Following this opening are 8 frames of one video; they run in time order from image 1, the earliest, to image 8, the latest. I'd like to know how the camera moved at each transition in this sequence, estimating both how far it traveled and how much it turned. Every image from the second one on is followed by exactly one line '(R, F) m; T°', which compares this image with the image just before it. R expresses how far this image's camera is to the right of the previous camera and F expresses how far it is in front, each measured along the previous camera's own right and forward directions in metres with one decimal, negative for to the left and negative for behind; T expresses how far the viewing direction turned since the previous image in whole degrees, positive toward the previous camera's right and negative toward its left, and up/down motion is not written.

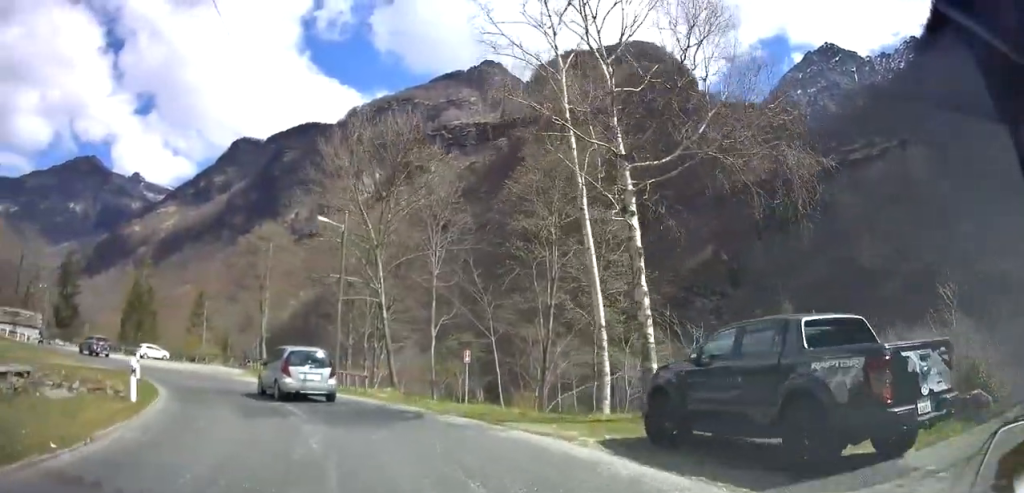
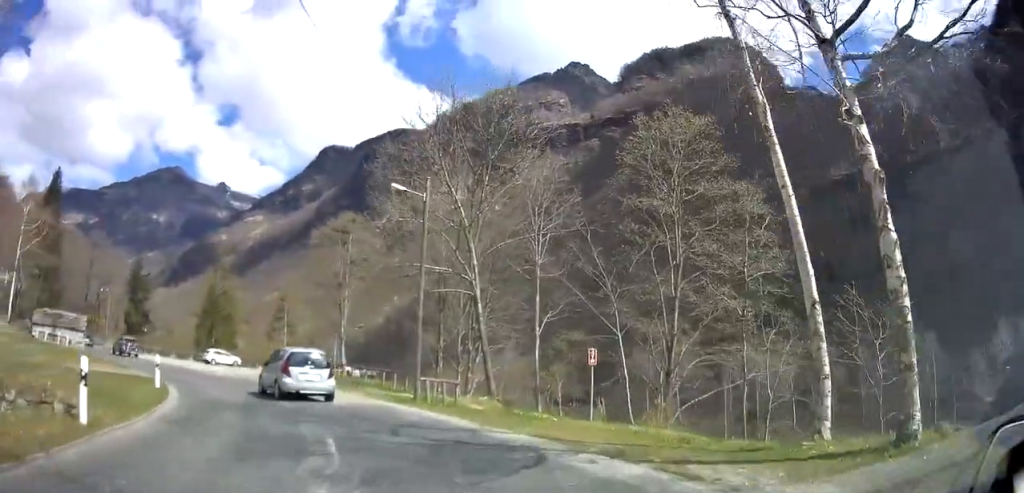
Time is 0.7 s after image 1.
(-0.5, +5.7) m; -11°
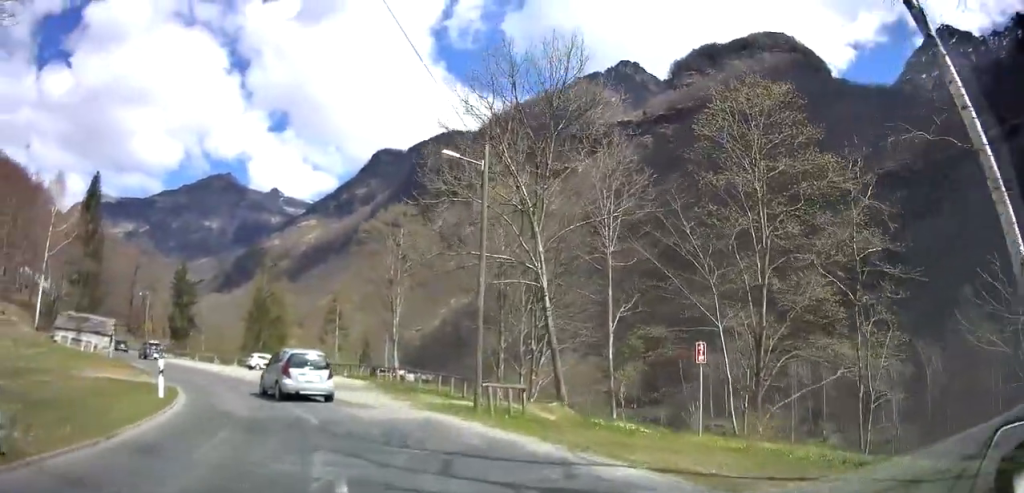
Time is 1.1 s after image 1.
(-0.3, +4.0) m; -5°
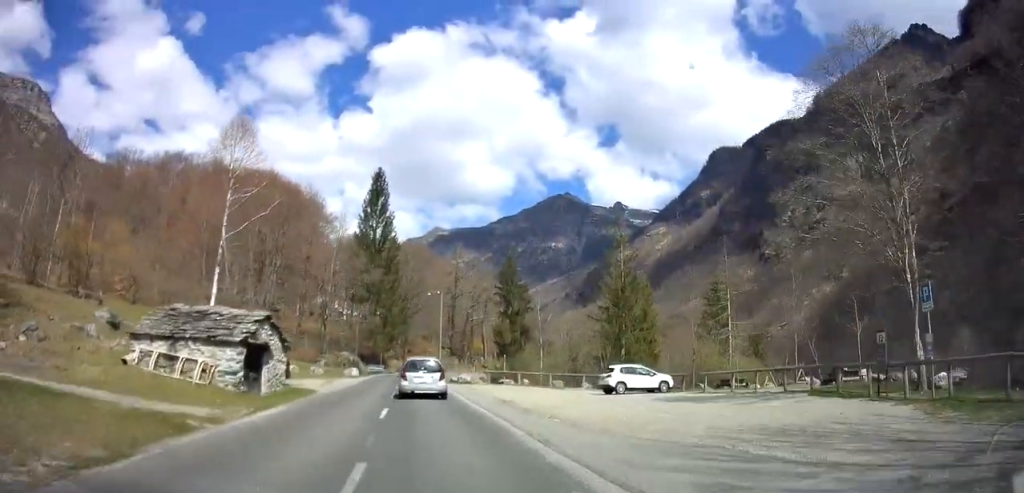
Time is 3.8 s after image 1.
(-5.6, +26.3) m; -22°
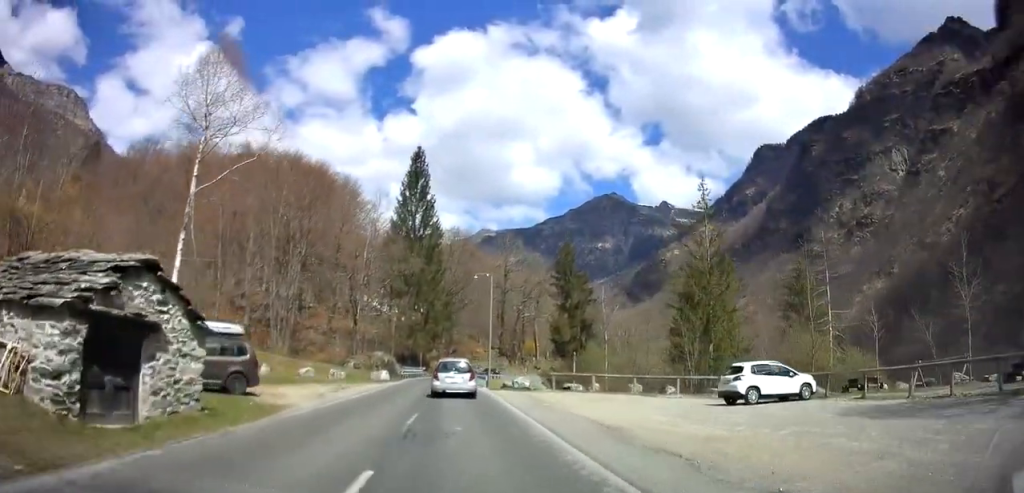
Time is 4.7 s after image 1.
(-0.7, +10.7) m; -6°
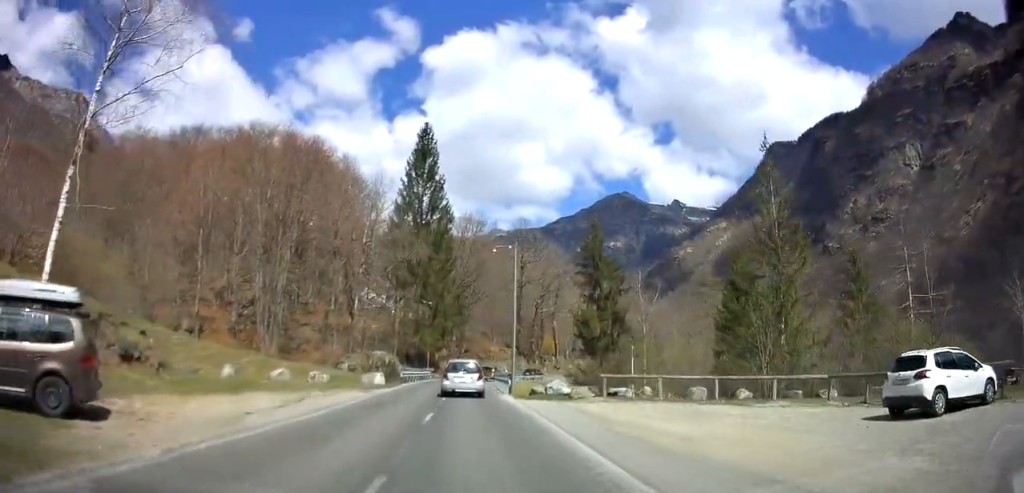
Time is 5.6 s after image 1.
(-0.3, +9.2) m; -2°
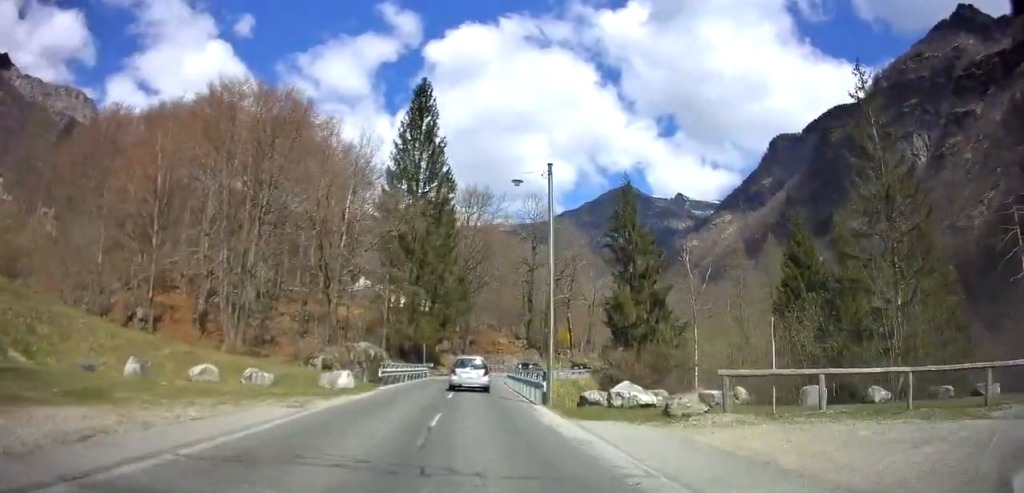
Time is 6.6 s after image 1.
(-0.1, +11.1) m; -1°
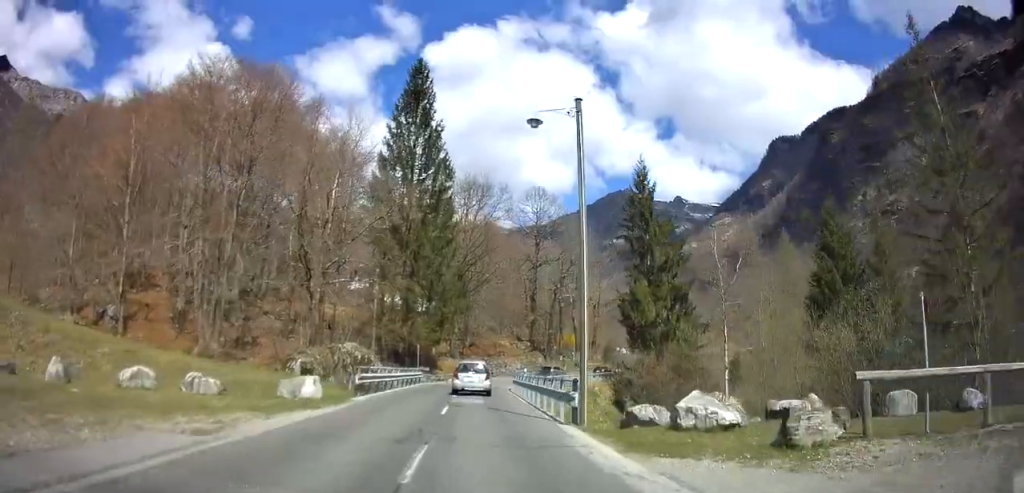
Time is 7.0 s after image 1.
(0.0, +5.1) m; 0°
